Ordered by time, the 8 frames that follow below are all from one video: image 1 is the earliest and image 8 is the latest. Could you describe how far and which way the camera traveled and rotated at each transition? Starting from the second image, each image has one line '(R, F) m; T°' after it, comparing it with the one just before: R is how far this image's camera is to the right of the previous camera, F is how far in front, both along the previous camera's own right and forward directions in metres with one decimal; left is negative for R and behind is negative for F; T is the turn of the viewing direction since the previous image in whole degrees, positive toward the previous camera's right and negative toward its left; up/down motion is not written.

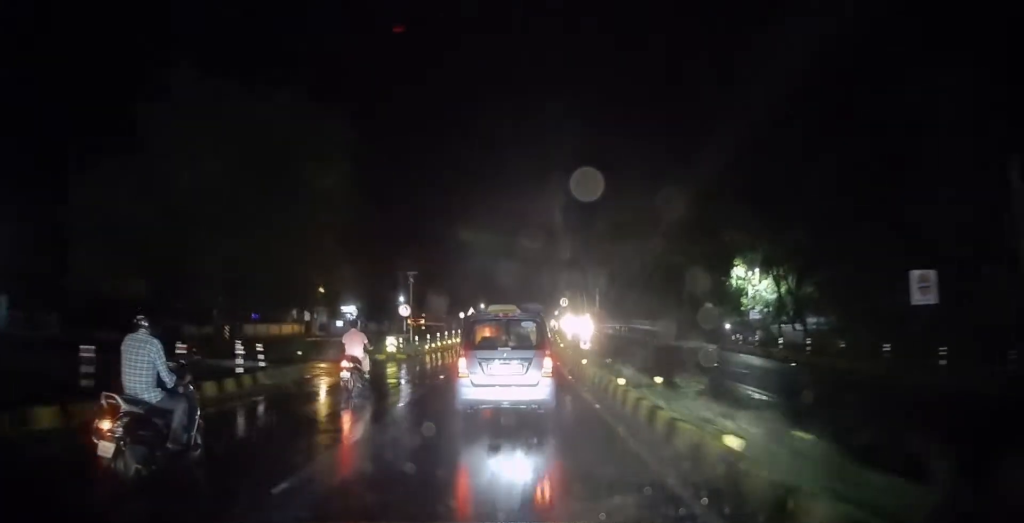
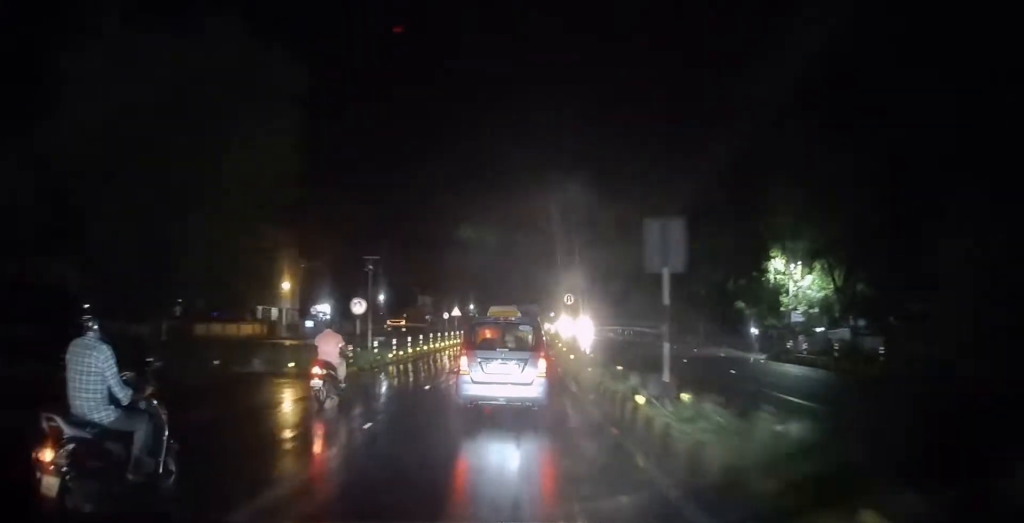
(-0.1, +8.2) m; 0°
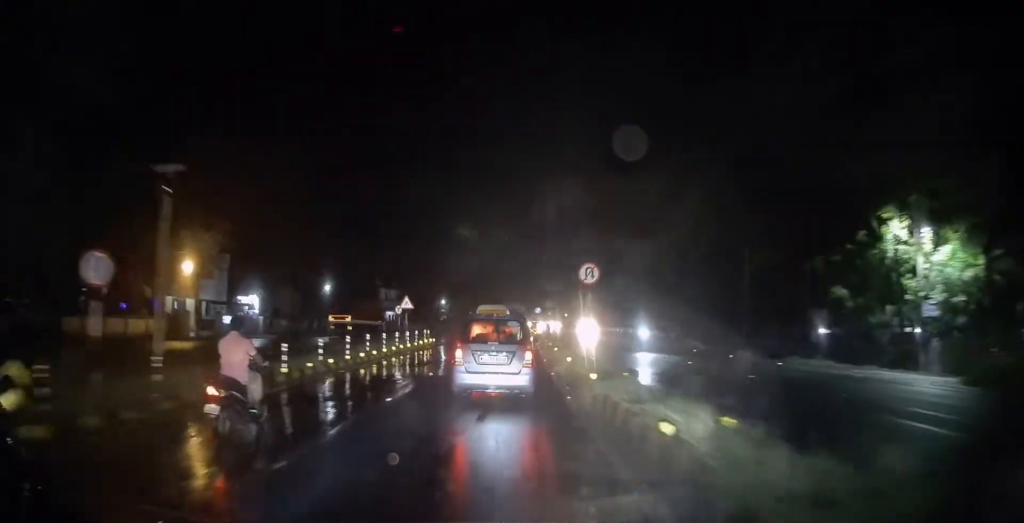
(+0.2, +14.7) m; +2°
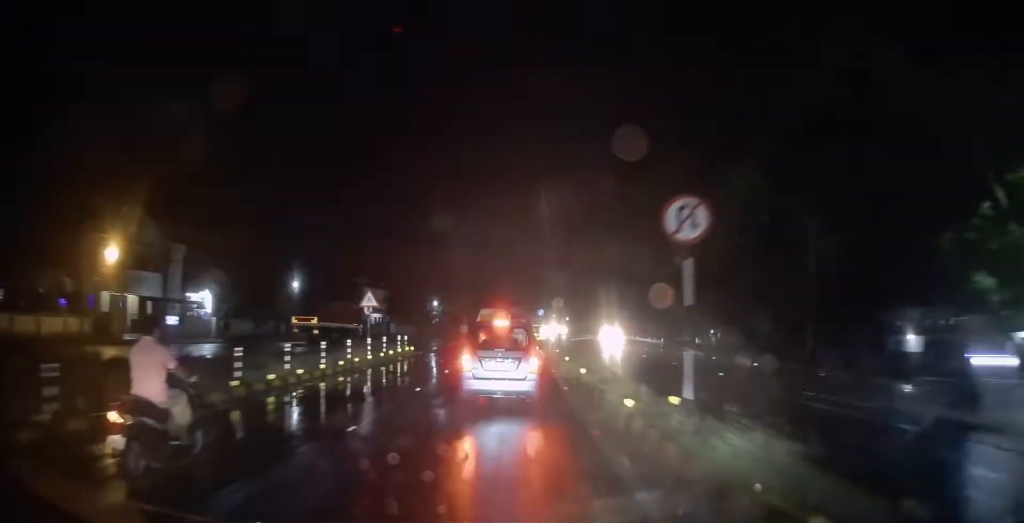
(+0.1, +9.0) m; +1°
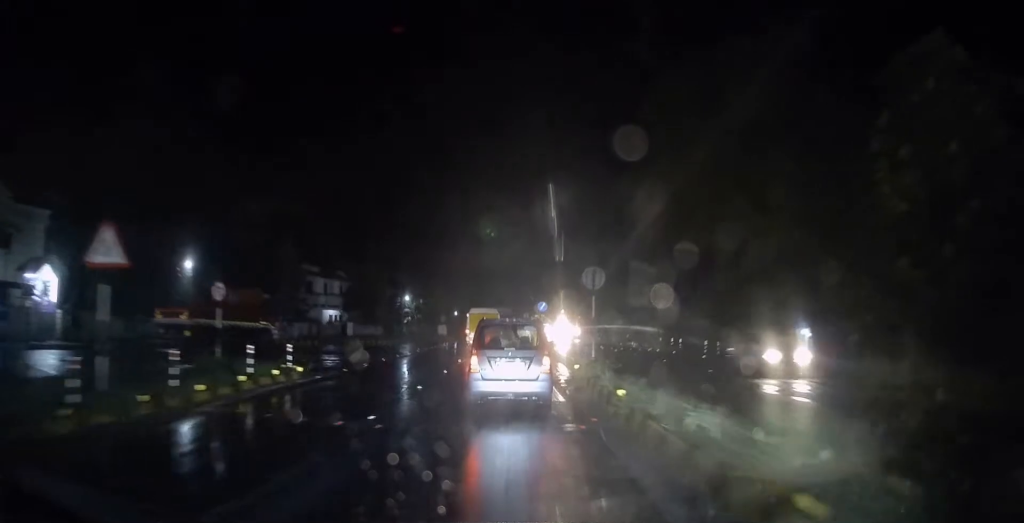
(+0.1, +17.4) m; 0°
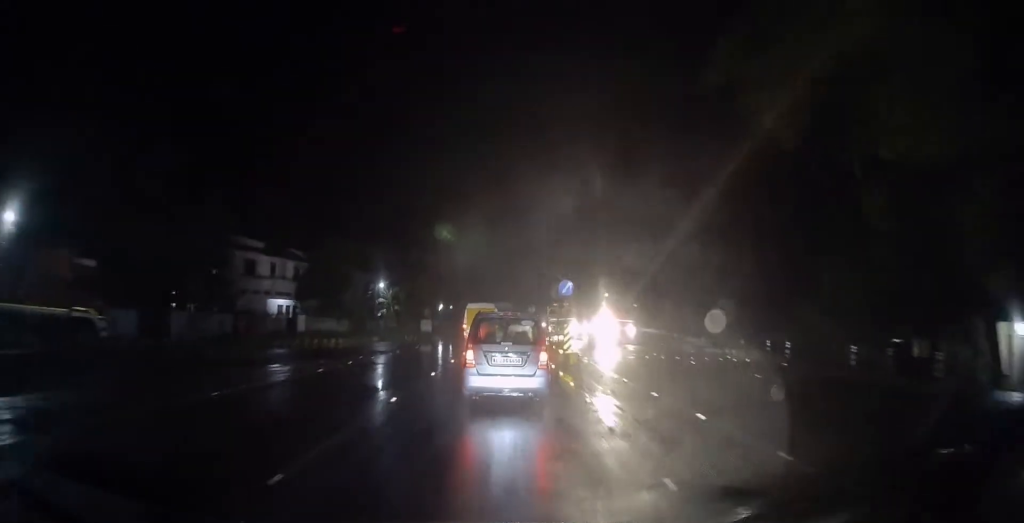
(+0.2, +16.3) m; +1°
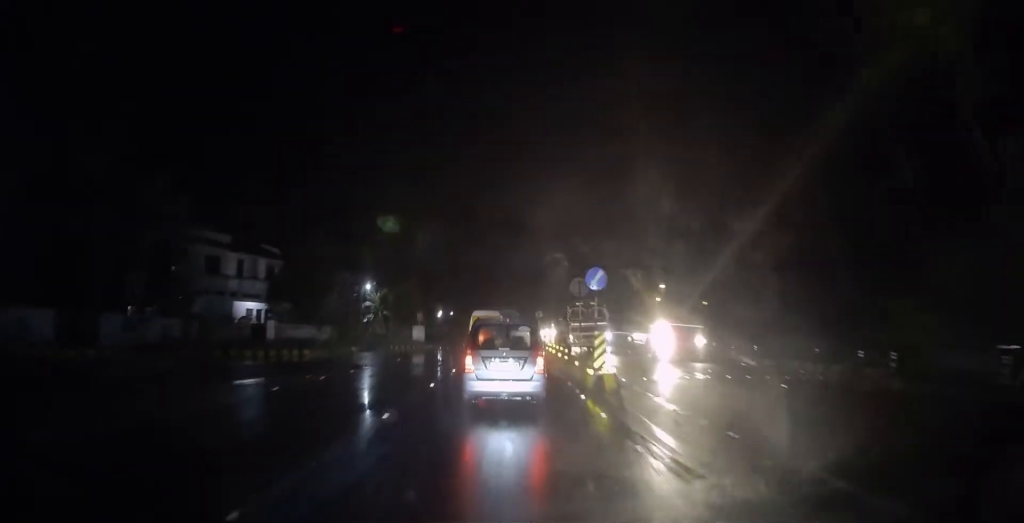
(+0.2, +7.5) m; 0°
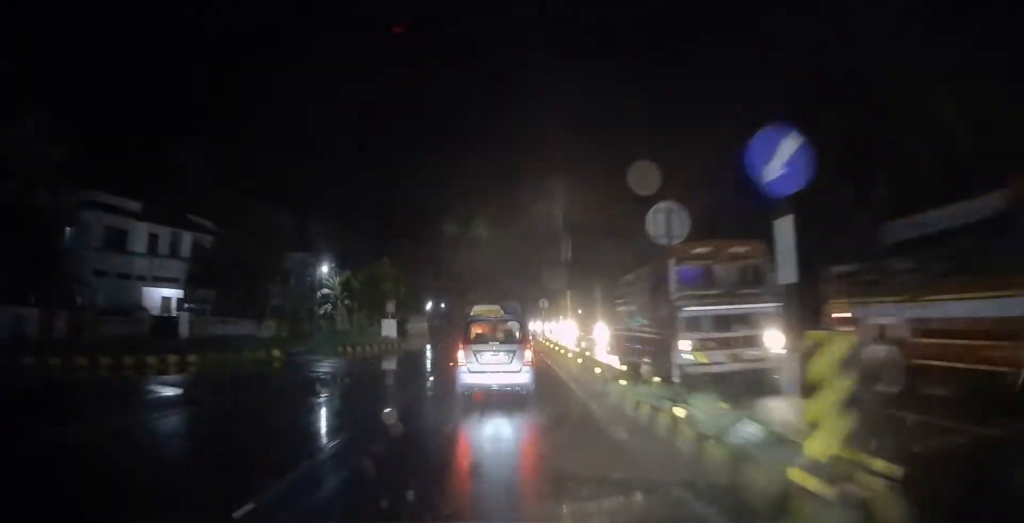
(-0.3, +11.8) m; 0°
